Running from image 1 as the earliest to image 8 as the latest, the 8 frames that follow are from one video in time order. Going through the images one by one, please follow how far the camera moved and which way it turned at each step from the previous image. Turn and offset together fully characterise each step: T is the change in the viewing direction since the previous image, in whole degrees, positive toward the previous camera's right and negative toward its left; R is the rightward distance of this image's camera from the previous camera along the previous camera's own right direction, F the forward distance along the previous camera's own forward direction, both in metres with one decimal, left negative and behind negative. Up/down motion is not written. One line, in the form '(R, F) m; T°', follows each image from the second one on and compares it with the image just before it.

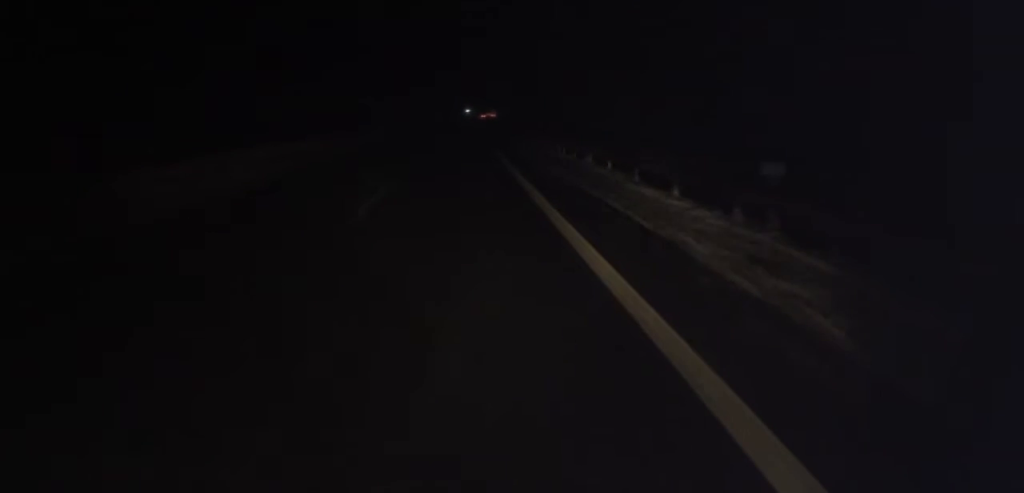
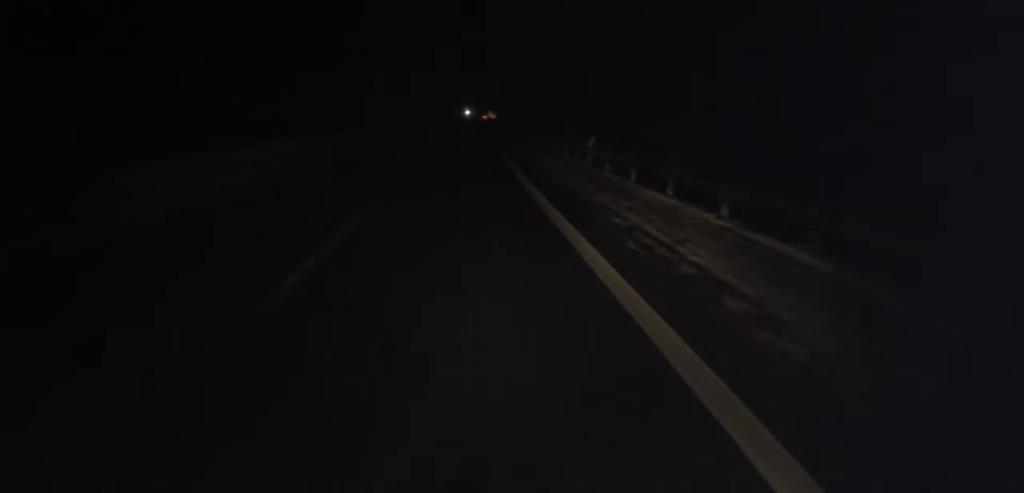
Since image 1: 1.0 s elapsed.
(0.0, +23.1) m; 0°
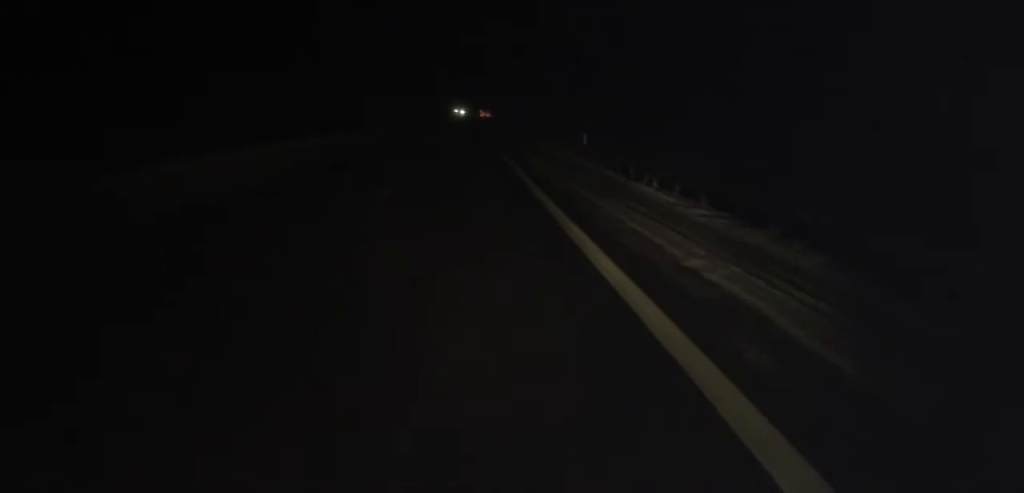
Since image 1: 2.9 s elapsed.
(+0.7, +45.9) m; +1°
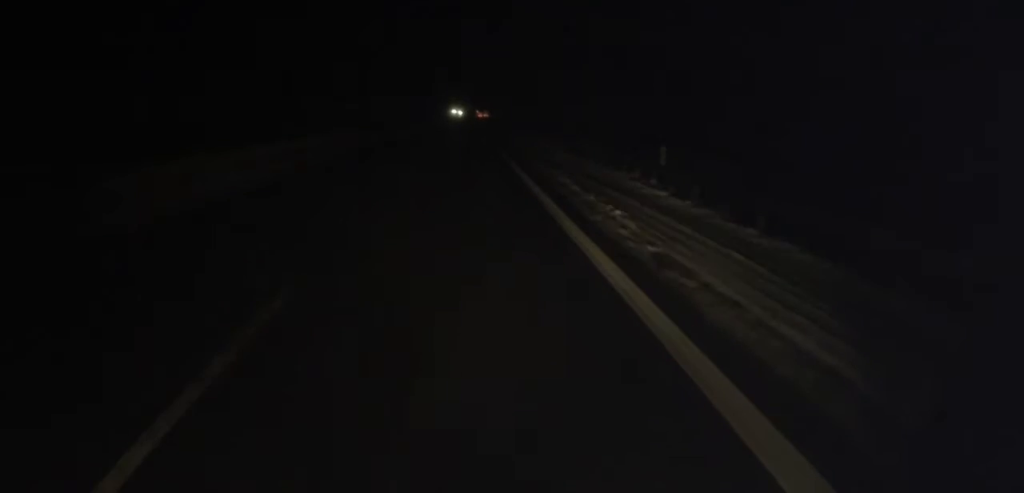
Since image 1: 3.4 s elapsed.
(0.0, +12.6) m; 0°
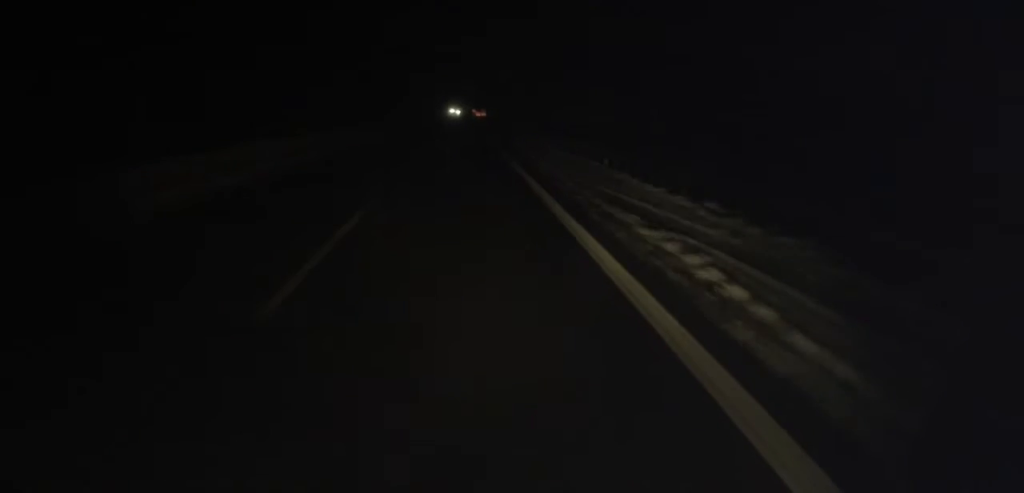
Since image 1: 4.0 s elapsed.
(0.0, +12.6) m; 0°
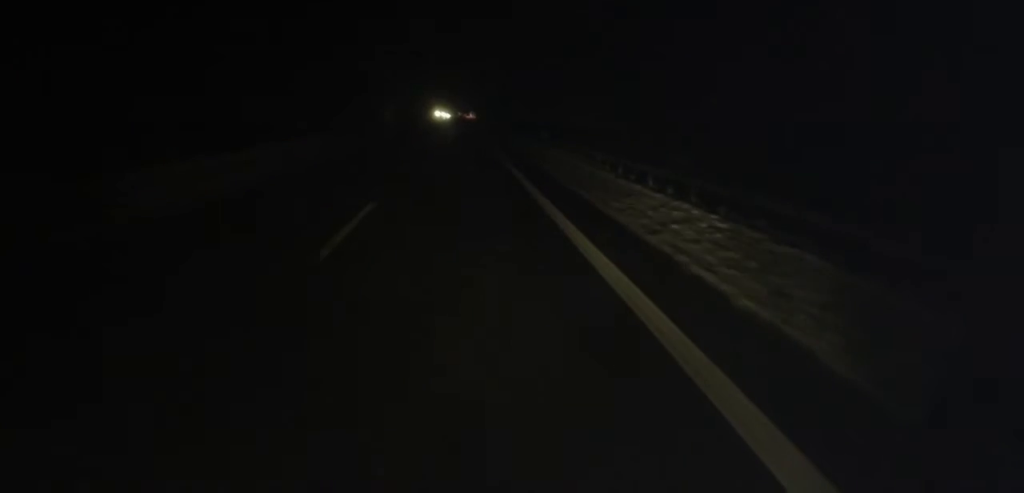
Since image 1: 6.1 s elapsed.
(+0.6, +49.8) m; +1°
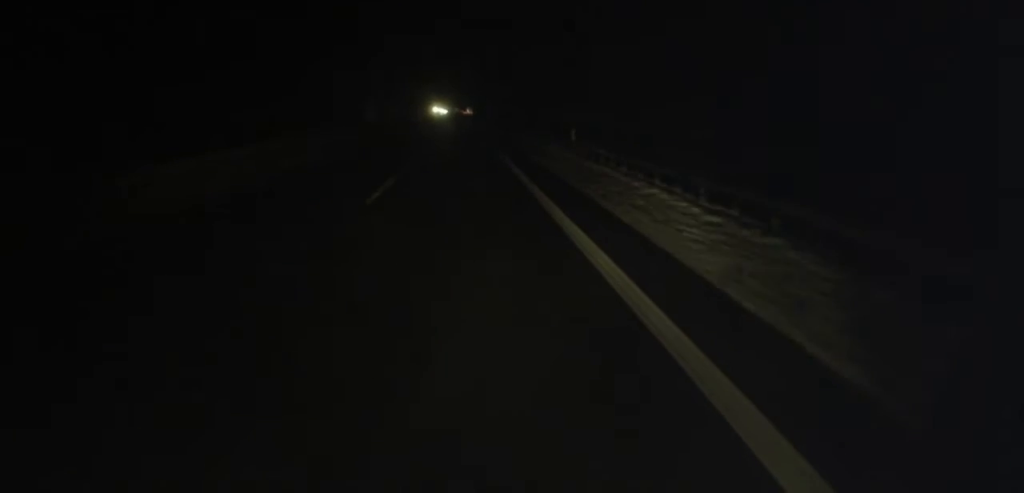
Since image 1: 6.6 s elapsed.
(0.0, +12.1) m; 0°
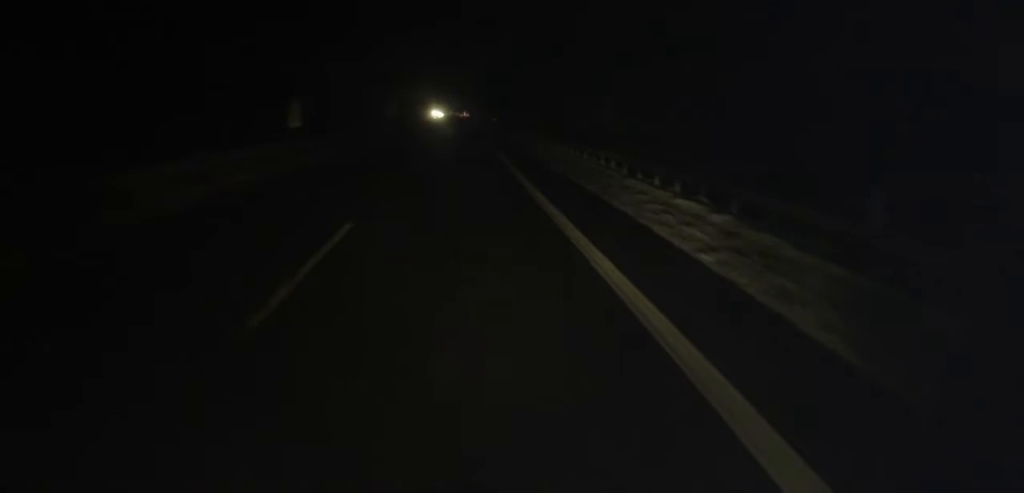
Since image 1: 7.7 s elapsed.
(-0.1, +23.5) m; 0°
